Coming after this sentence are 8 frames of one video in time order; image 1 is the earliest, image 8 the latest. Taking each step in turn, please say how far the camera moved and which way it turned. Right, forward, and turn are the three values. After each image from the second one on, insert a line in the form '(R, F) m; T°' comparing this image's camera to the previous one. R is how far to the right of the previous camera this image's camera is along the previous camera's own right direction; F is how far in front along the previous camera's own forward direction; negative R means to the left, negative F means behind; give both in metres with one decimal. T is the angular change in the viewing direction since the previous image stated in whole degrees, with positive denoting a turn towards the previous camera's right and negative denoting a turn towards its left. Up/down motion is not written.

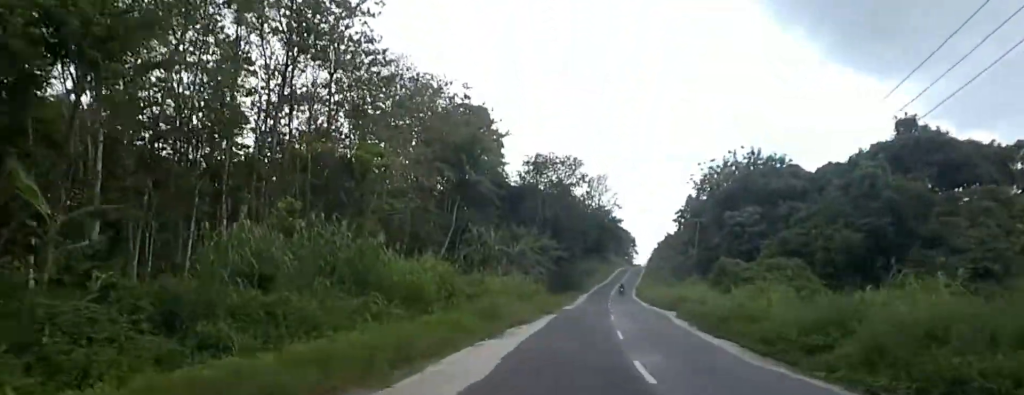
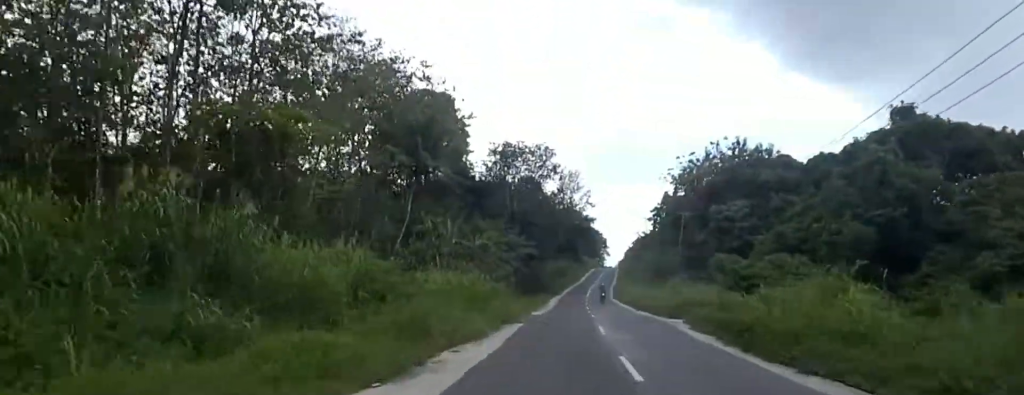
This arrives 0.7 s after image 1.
(0.0, +7.8) m; 0°
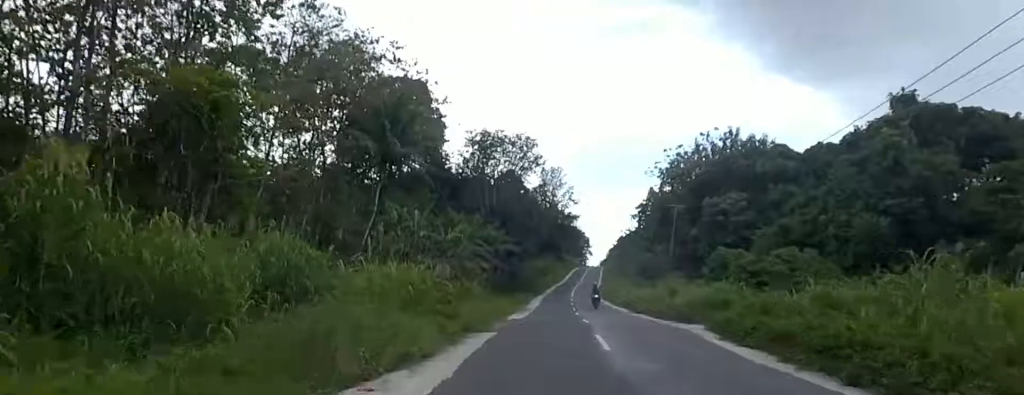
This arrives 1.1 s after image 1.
(0.0, +5.1) m; 0°
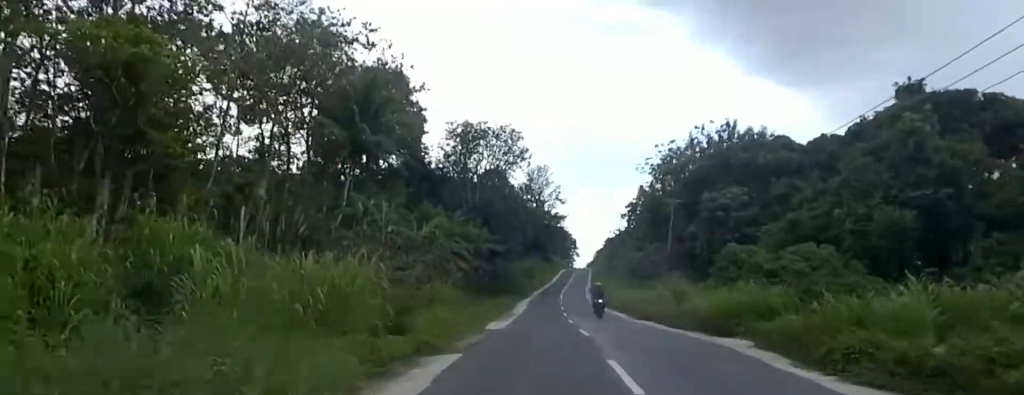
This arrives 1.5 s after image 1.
(0.0, +4.7) m; -2°
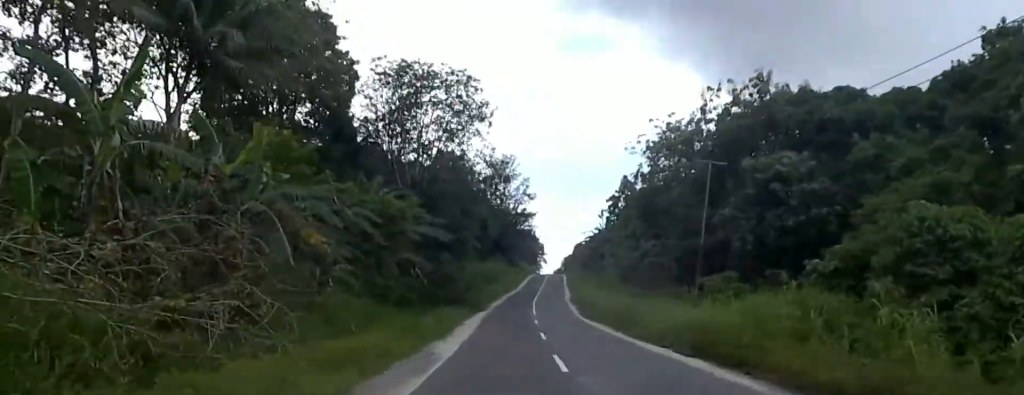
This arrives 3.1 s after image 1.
(-1.3, +18.9) m; -1°
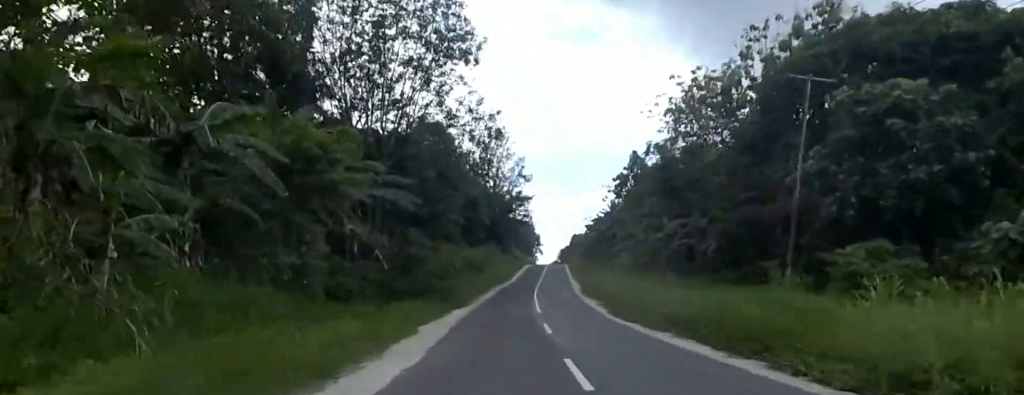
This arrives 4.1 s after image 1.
(+1.3, +11.6) m; +6°
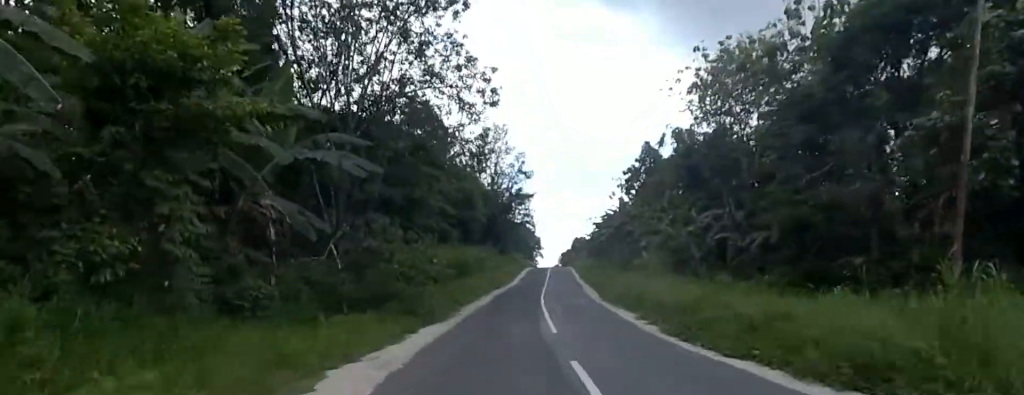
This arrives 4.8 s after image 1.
(0.0, +8.2) m; 0°
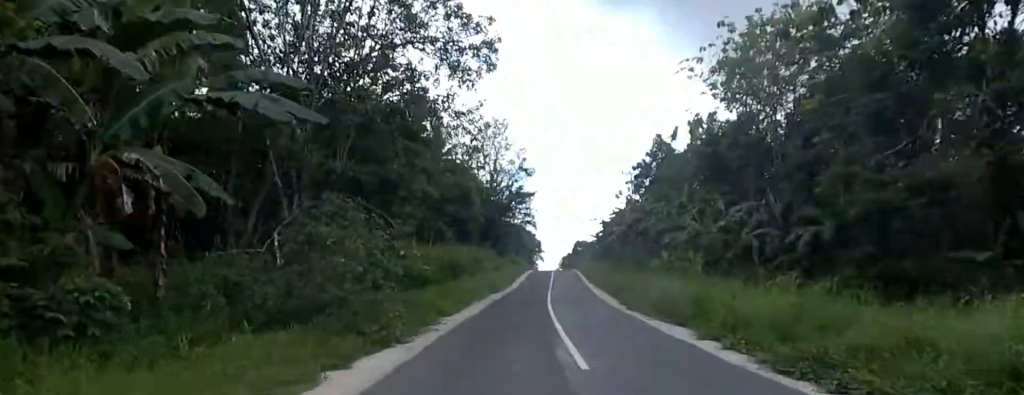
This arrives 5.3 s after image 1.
(0.0, +5.9) m; 0°
